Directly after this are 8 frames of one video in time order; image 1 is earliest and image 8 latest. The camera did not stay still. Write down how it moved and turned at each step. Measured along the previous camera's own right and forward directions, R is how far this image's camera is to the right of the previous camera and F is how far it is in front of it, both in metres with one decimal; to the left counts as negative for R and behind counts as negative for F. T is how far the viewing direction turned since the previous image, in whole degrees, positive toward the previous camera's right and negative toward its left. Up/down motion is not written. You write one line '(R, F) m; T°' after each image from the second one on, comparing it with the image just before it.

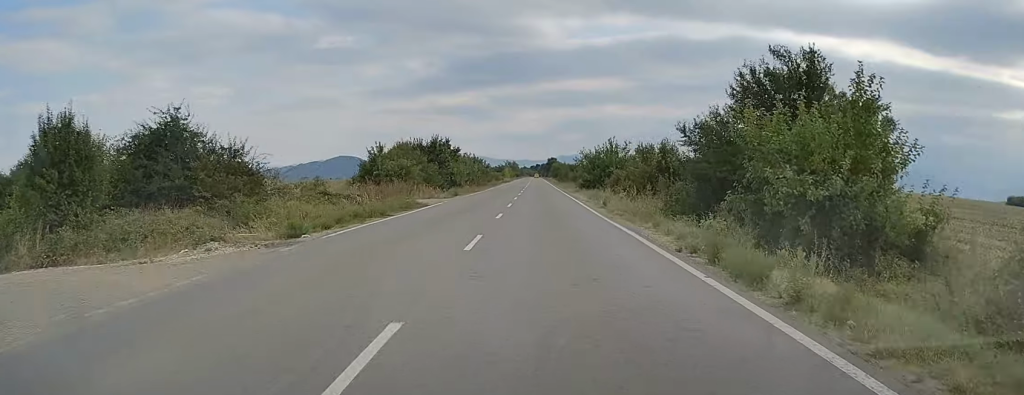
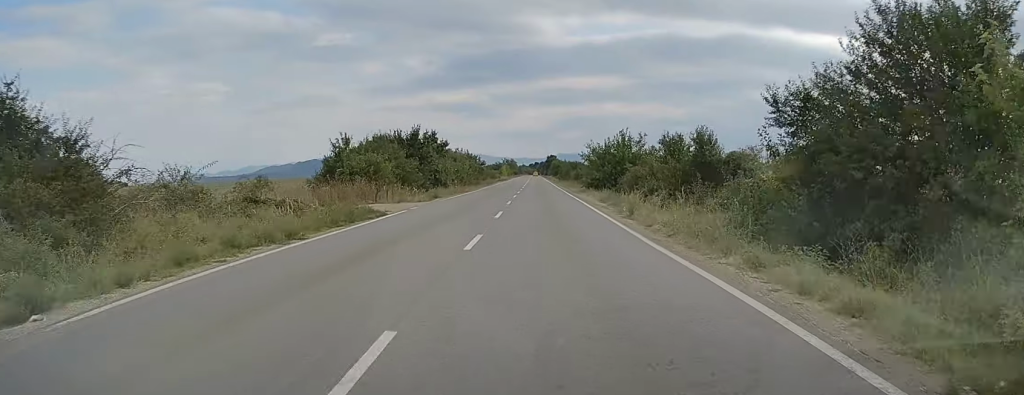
(0.0, +9.5) m; 0°
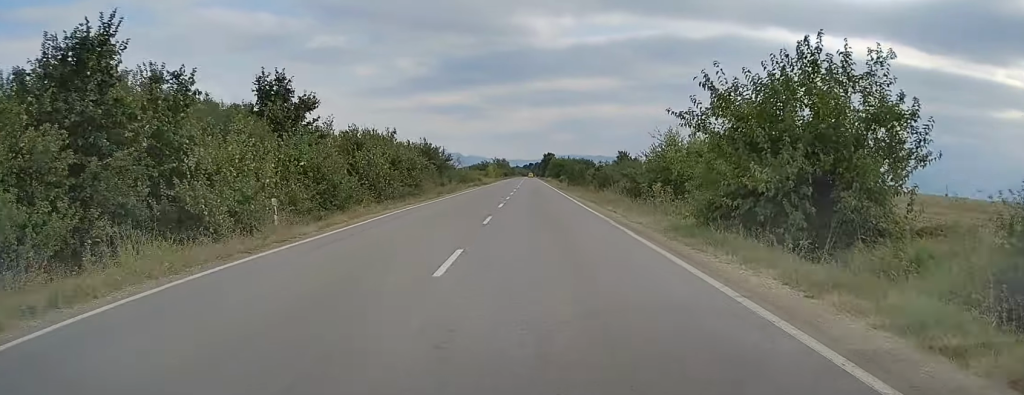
(0.0, +39.4) m; 0°
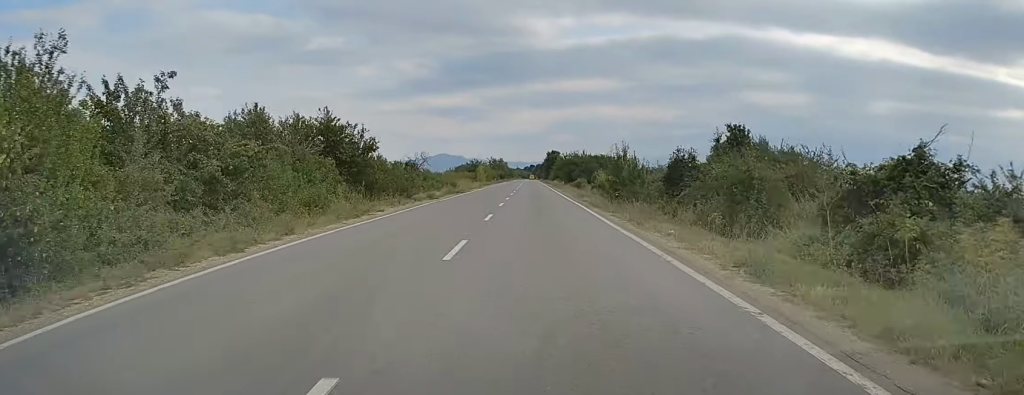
(+0.2, +34.8) m; +1°
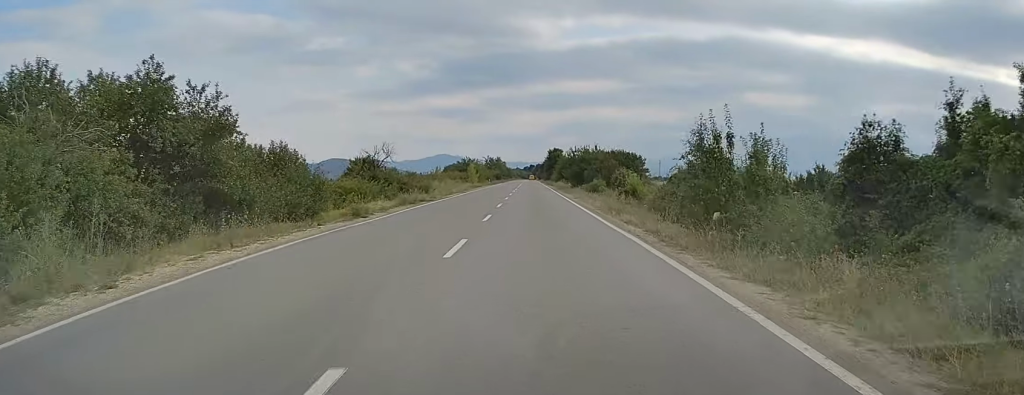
(+0.1, +18.0) m; 0°
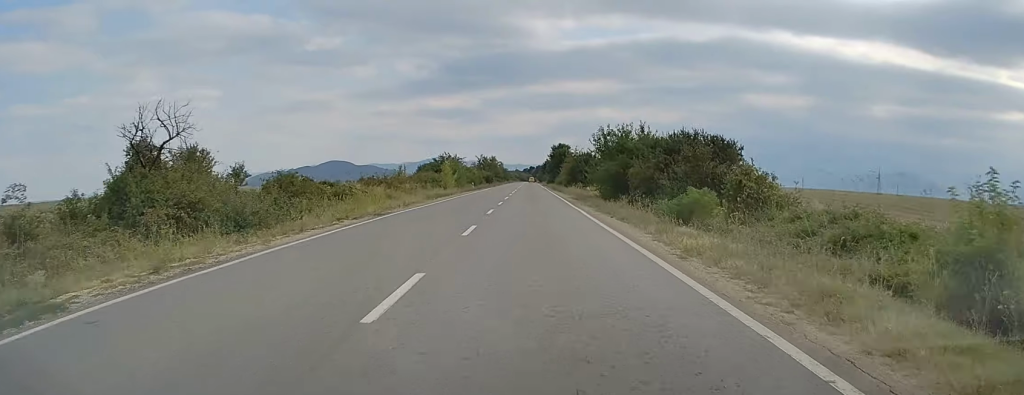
(-0.2, +31.8) m; 0°
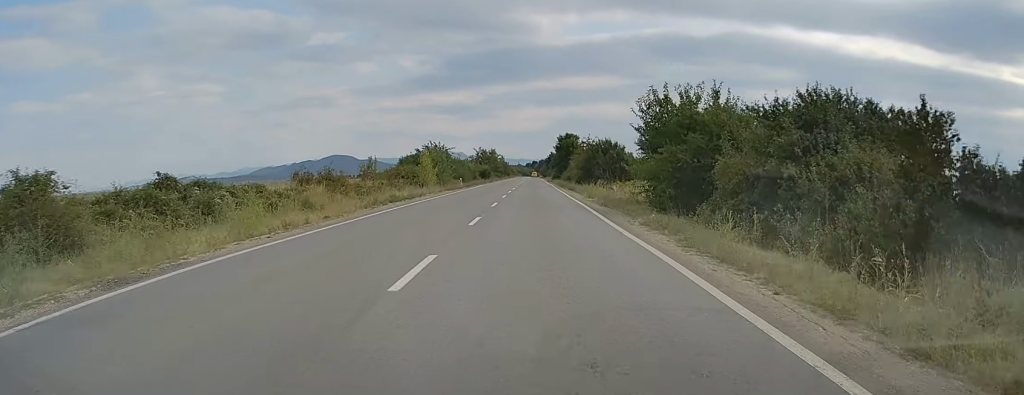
(0.0, +17.0) m; 0°
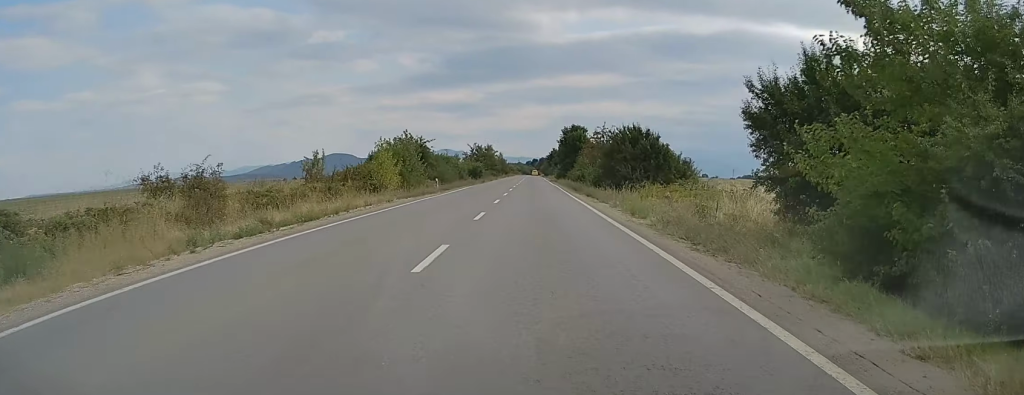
(0.0, +16.8) m; 0°
